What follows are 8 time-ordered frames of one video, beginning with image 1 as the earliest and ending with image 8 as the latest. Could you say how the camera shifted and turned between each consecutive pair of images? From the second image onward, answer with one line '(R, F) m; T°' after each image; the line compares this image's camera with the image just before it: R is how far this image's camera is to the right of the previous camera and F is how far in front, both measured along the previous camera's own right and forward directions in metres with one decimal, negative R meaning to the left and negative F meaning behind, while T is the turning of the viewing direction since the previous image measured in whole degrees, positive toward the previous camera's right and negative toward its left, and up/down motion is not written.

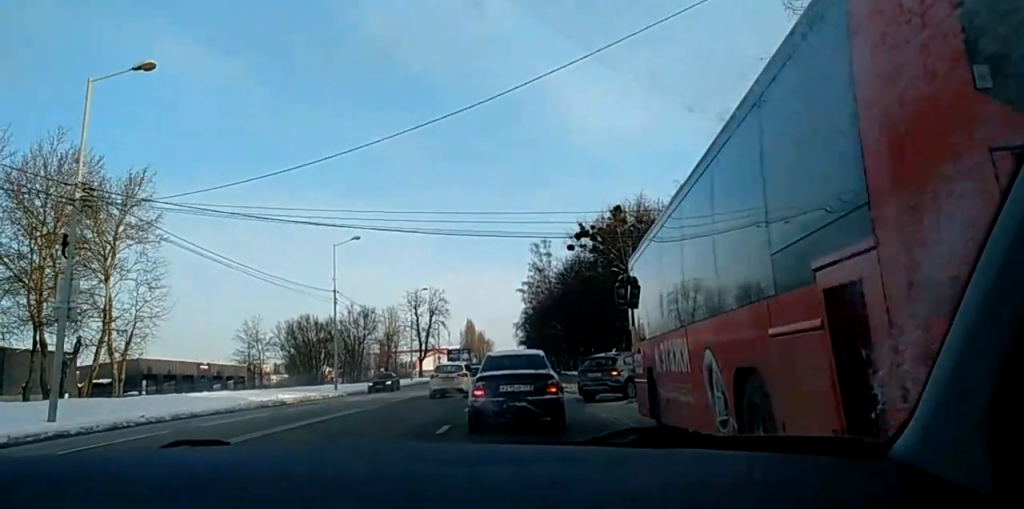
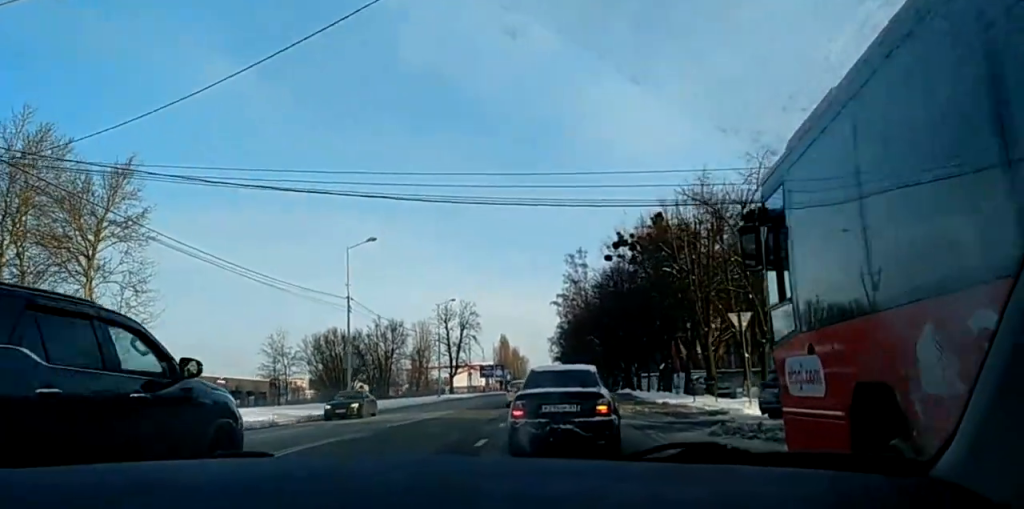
(+0.8, +9.2) m; 0°
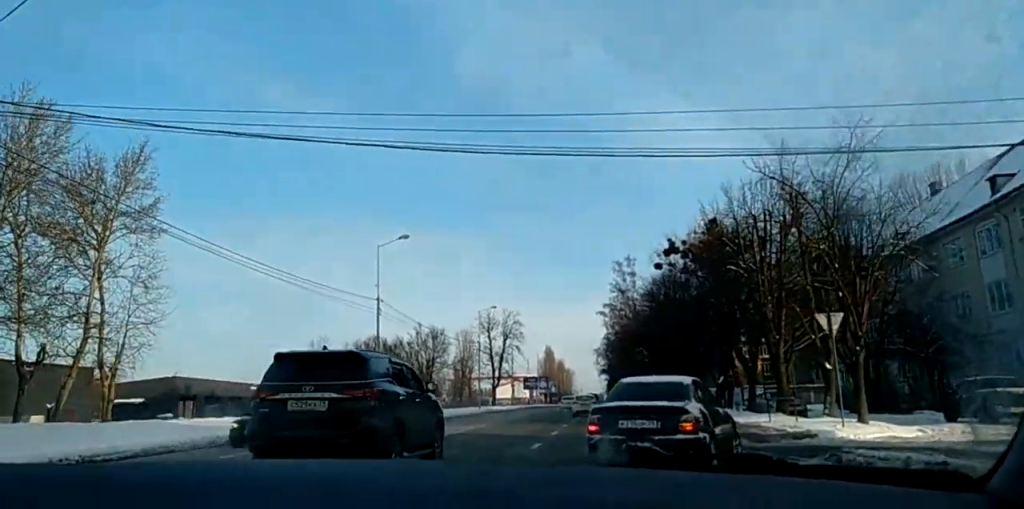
(-0.8, +6.8) m; -5°
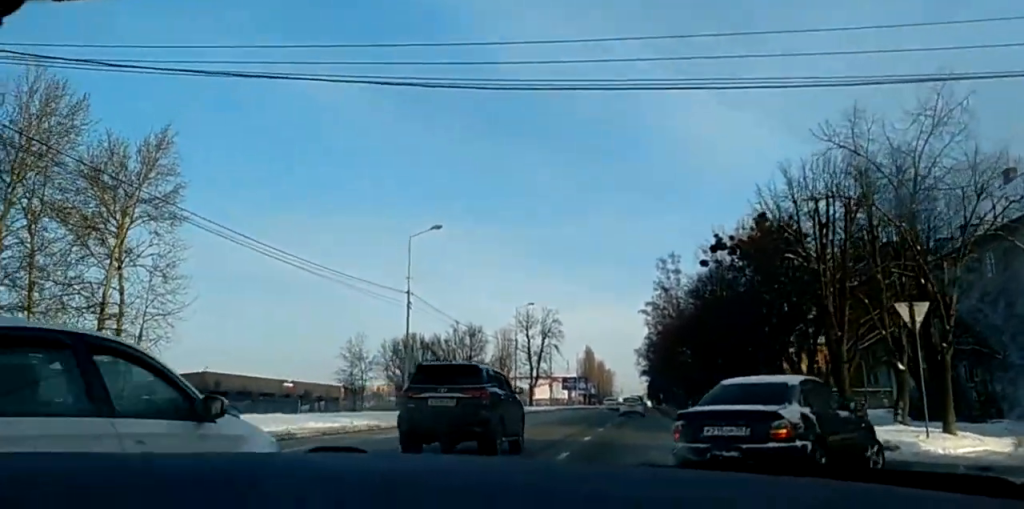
(+0.1, +3.8) m; 0°
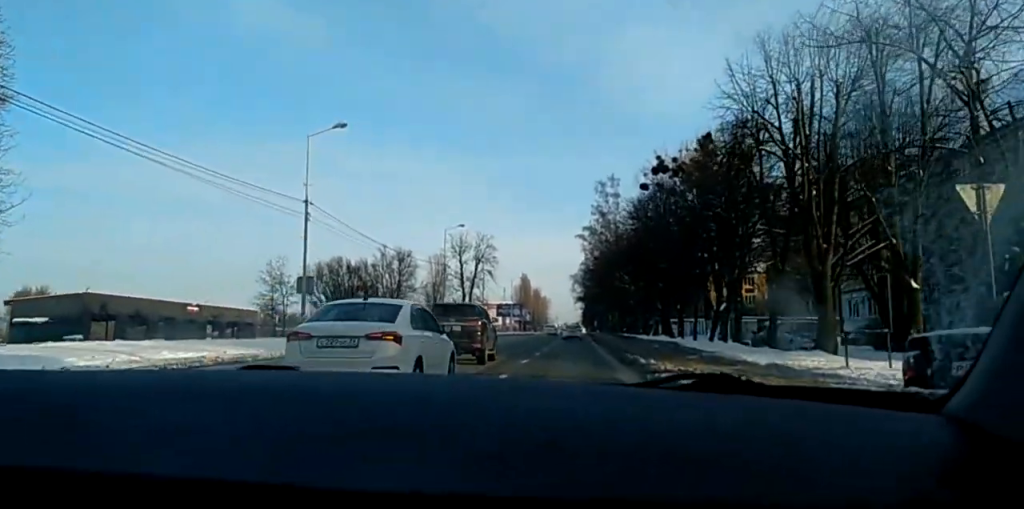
(-0.1, +7.1) m; -1°
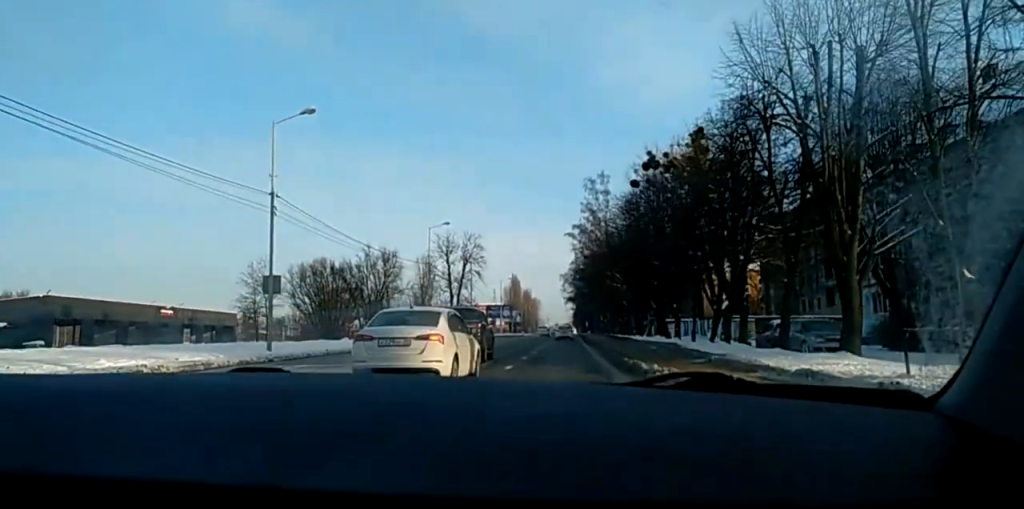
(0.0, +2.8) m; +1°
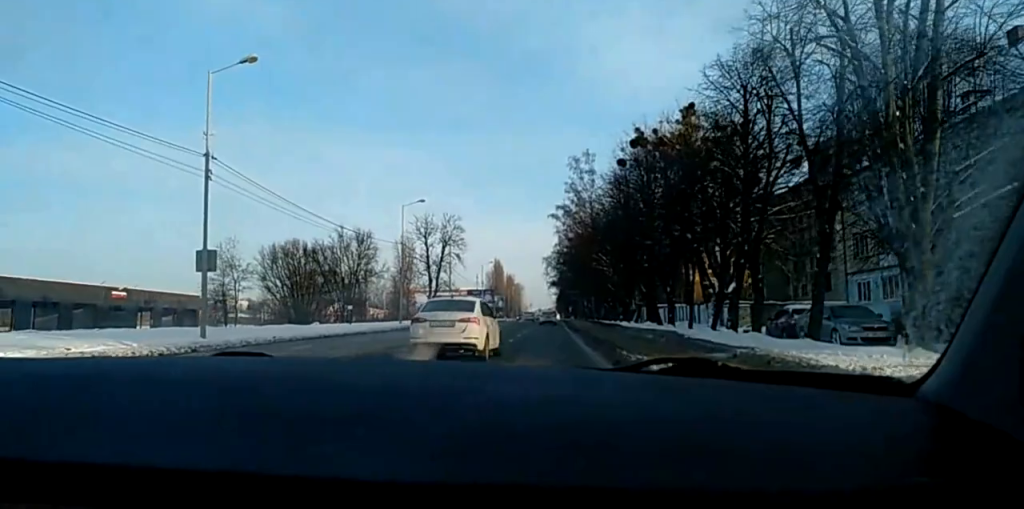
(0.0, +4.6) m; +2°
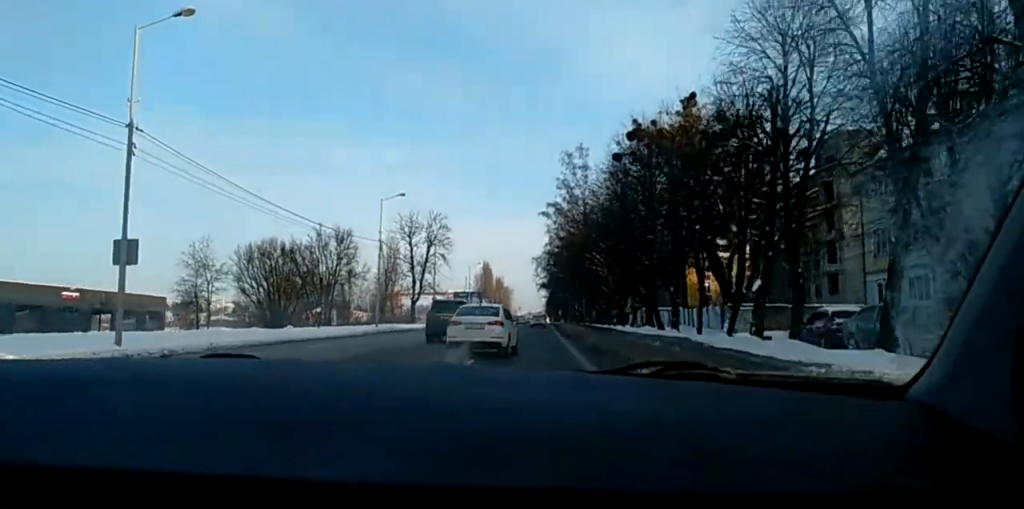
(+0.1, +4.8) m; +2°
